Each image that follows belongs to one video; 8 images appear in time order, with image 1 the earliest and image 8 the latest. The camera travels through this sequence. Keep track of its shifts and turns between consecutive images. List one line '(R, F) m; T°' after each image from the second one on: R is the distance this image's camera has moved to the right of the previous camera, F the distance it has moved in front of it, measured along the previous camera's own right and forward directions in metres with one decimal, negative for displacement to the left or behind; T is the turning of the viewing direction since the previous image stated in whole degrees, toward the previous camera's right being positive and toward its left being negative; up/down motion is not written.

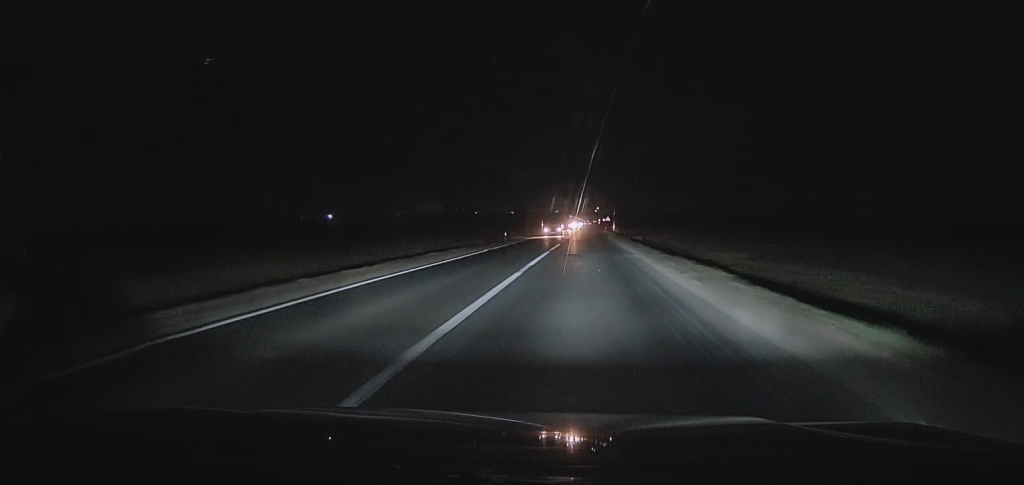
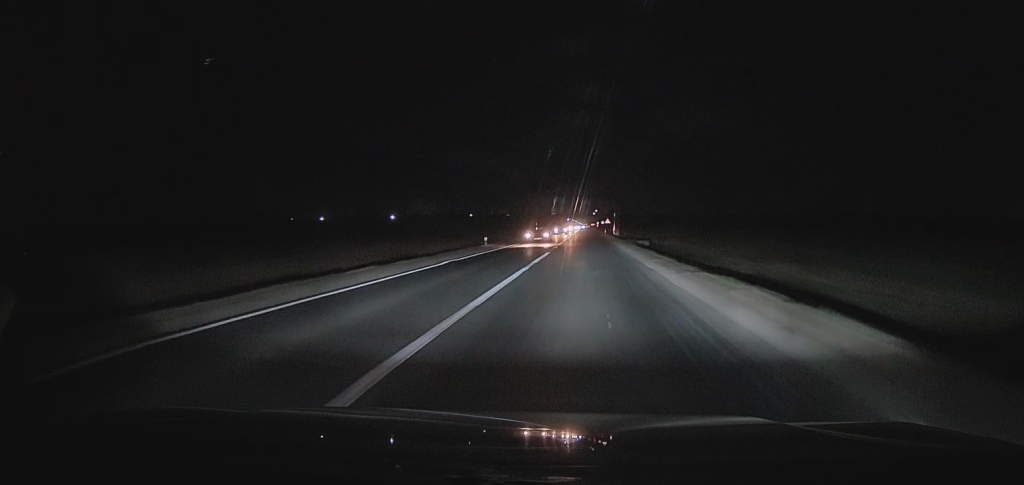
(0.0, +9.4) m; 0°
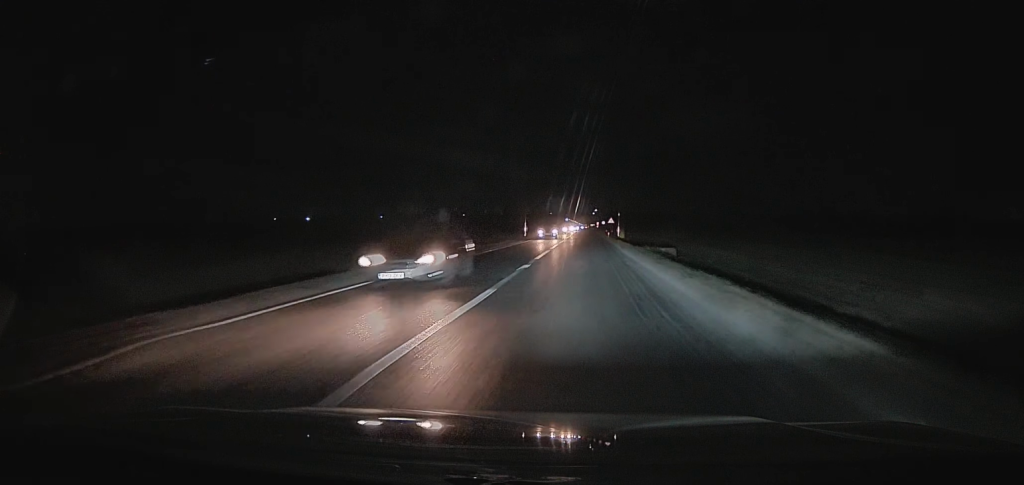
(0.0, +18.6) m; 0°
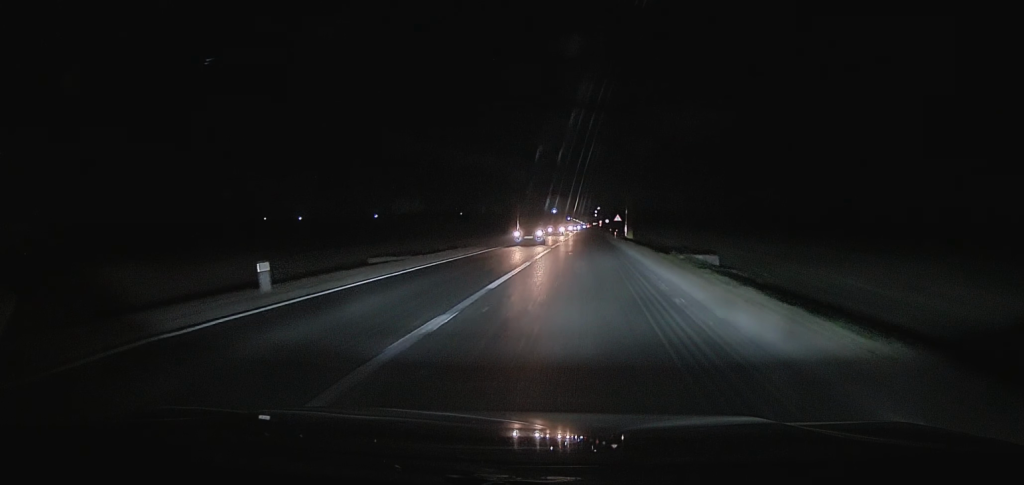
(0.0, +13.1) m; 0°
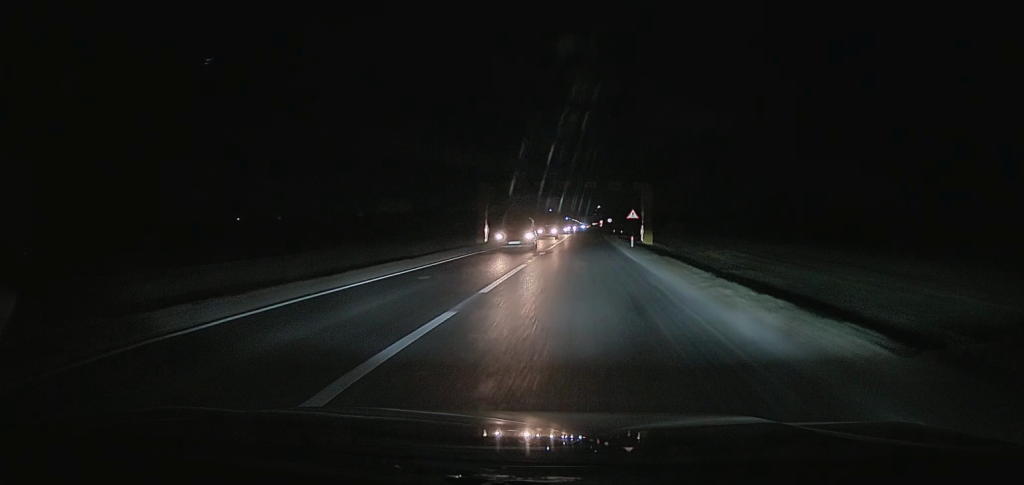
(-0.3, +24.5) m; 0°
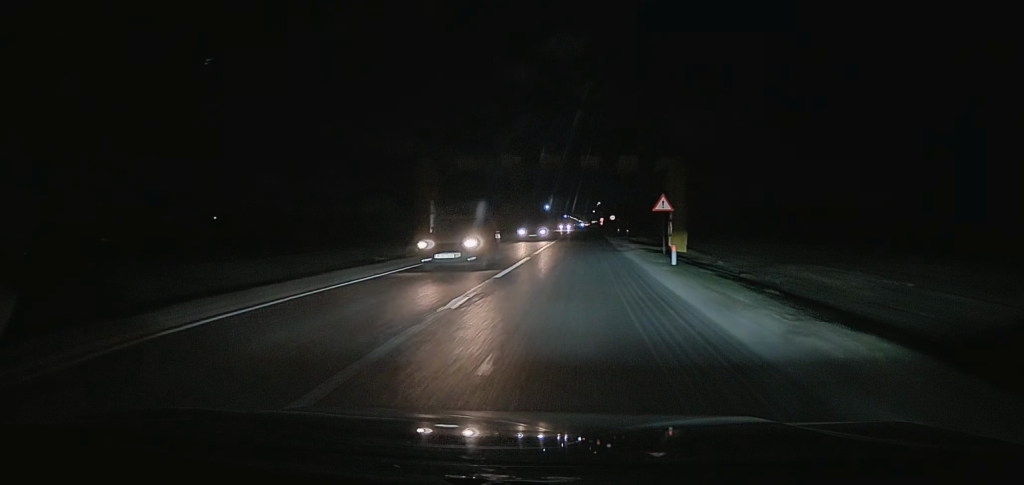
(+0.4, +19.5) m; 0°
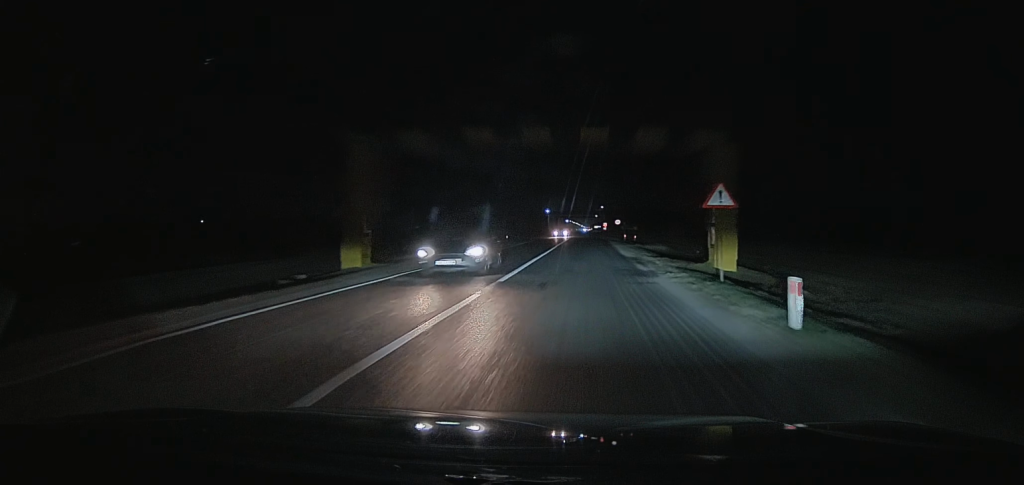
(-0.5, +12.0) m; 0°
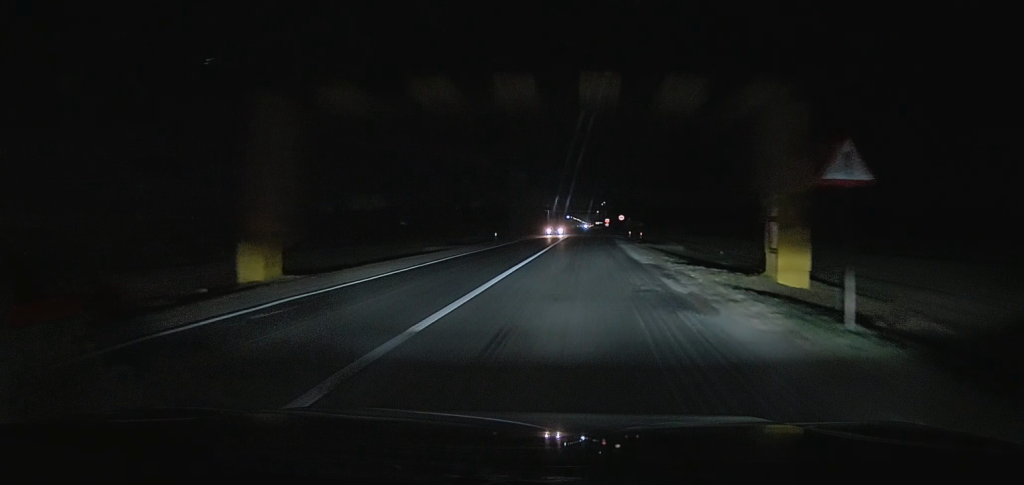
(+0.3, +8.1) m; 0°
